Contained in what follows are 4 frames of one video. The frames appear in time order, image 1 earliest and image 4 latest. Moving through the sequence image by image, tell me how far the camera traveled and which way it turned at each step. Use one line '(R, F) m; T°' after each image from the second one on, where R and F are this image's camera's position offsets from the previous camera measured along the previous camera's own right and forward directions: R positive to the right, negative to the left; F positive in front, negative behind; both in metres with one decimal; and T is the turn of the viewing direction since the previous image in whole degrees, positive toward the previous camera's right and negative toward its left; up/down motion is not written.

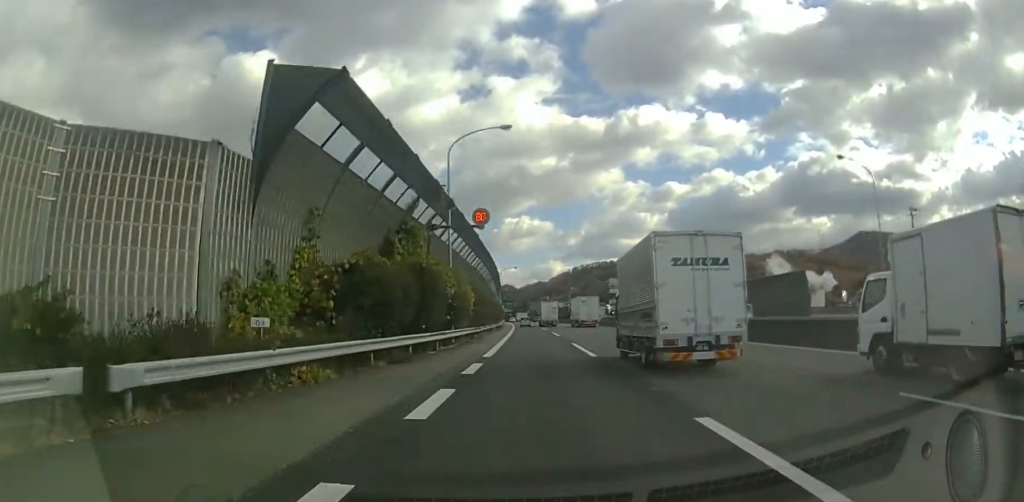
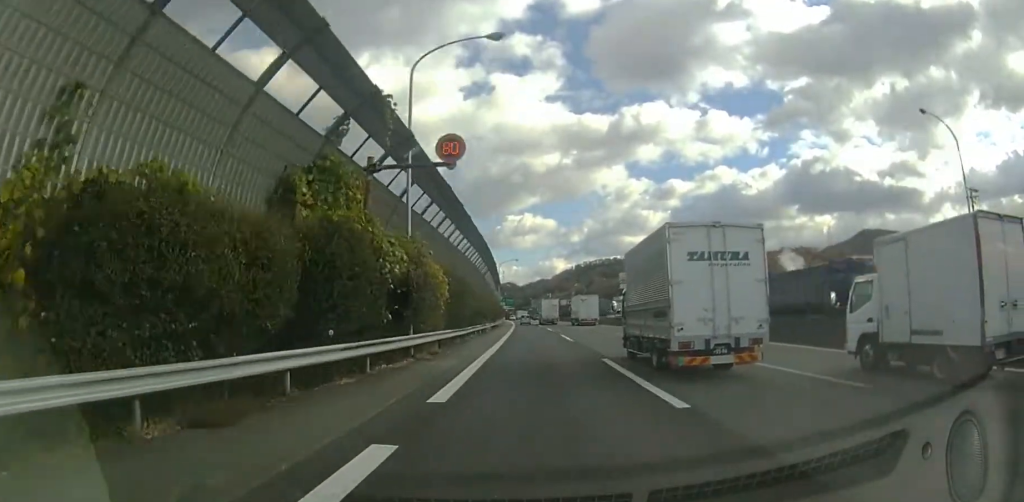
(-0.1, +10.5) m; -1°
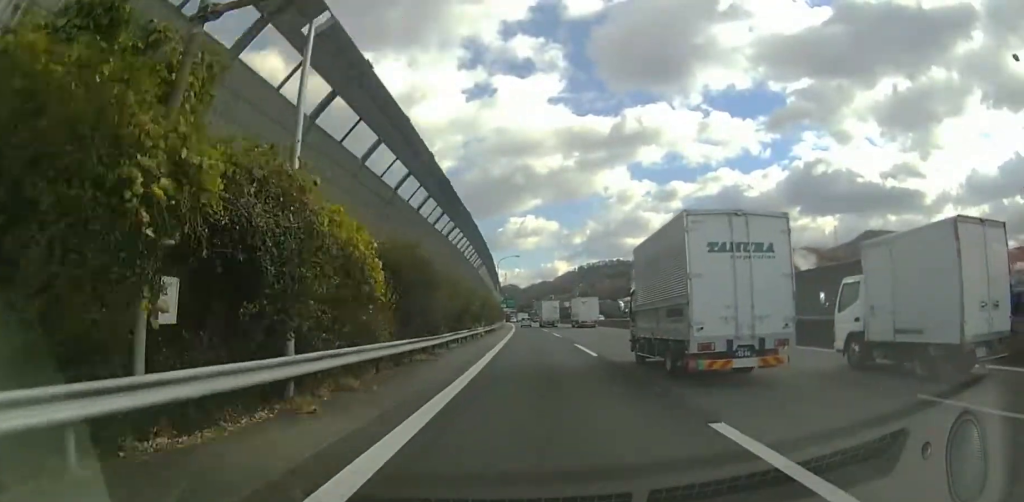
(0.0, +9.1) m; -1°
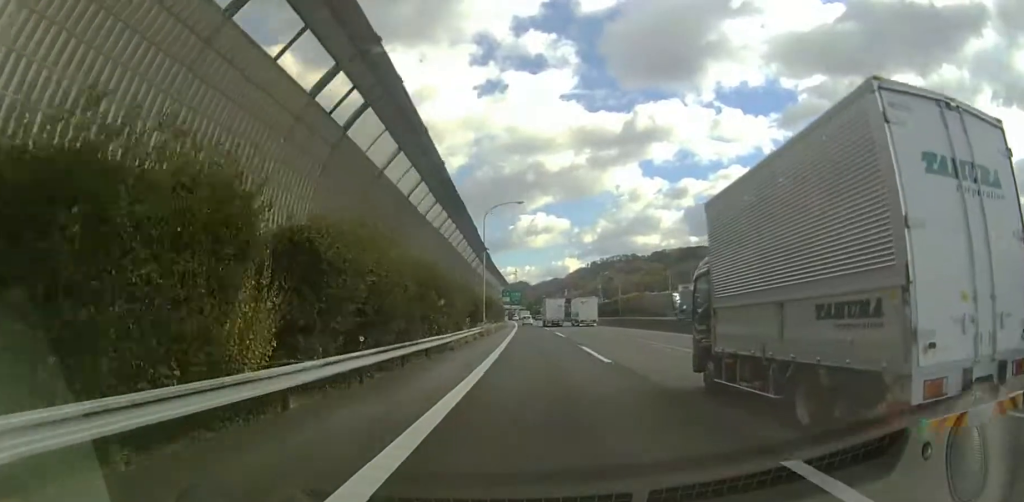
(-1.0, +41.2) m; -1°
